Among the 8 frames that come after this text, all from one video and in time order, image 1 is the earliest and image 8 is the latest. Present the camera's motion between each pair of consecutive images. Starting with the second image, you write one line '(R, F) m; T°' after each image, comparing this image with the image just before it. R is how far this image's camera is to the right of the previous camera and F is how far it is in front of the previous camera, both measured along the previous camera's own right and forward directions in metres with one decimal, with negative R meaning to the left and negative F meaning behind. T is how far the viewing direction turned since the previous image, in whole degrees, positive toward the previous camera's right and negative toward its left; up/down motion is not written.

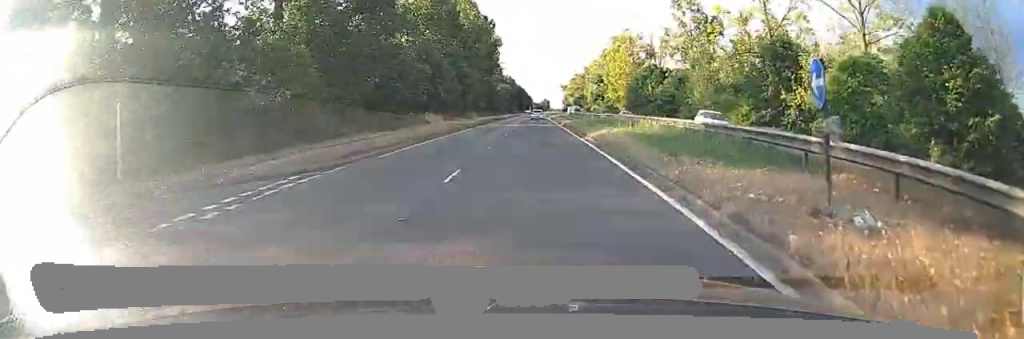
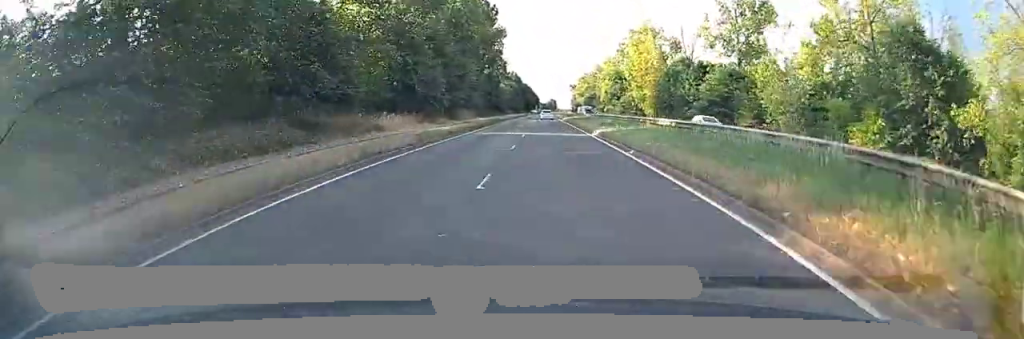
(-0.1, +18.3) m; 0°
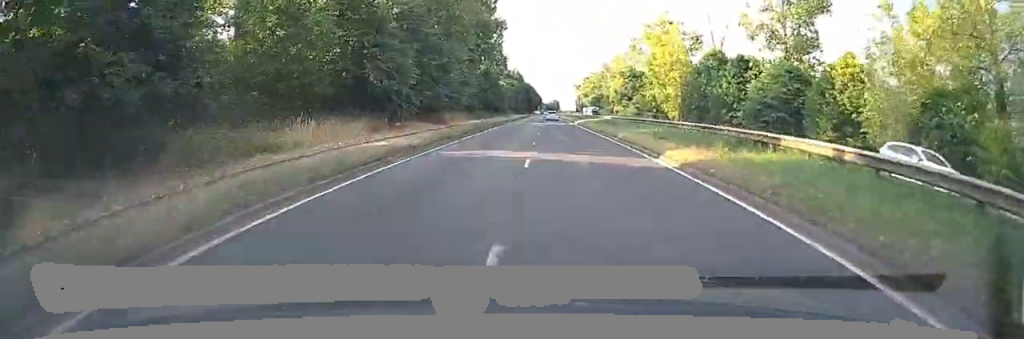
(0.0, +14.1) m; 0°
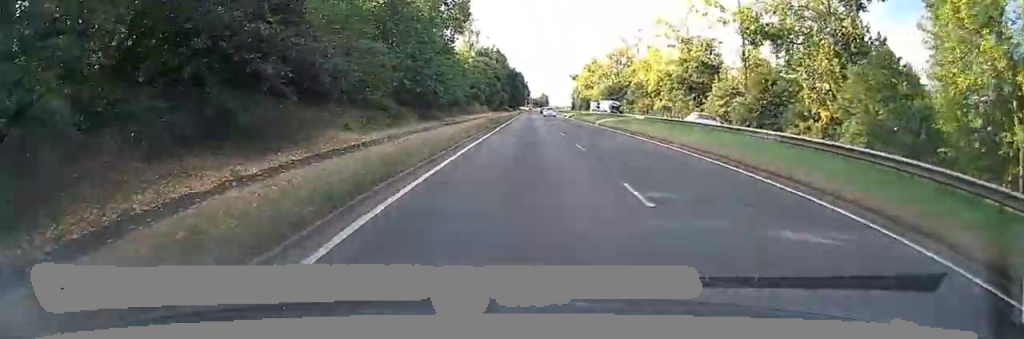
(-0.7, +66.1) m; -1°
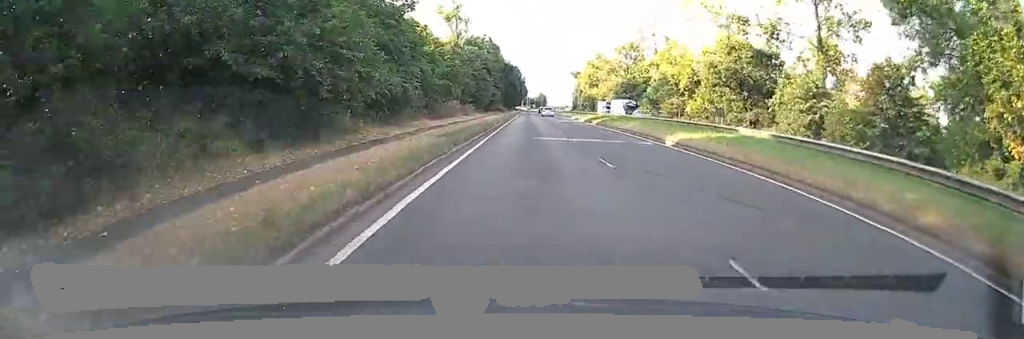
(0.0, +22.1) m; 0°
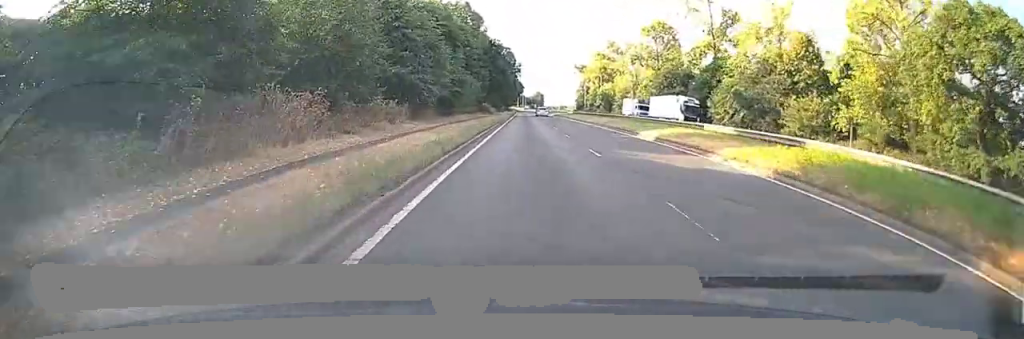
(+0.4, +41.8) m; +1°
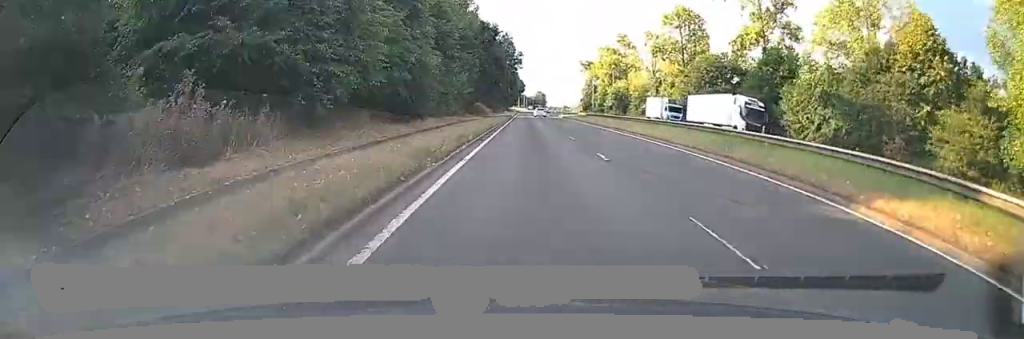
(+0.1, +18.6) m; 0°
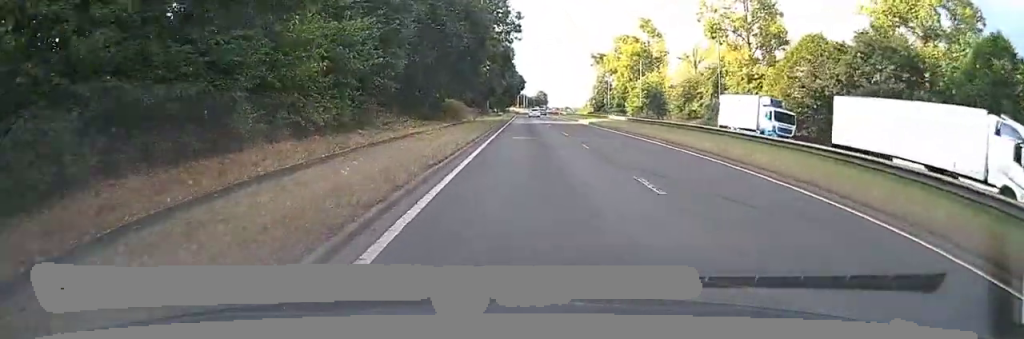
(+0.1, +31.8) m; 0°
